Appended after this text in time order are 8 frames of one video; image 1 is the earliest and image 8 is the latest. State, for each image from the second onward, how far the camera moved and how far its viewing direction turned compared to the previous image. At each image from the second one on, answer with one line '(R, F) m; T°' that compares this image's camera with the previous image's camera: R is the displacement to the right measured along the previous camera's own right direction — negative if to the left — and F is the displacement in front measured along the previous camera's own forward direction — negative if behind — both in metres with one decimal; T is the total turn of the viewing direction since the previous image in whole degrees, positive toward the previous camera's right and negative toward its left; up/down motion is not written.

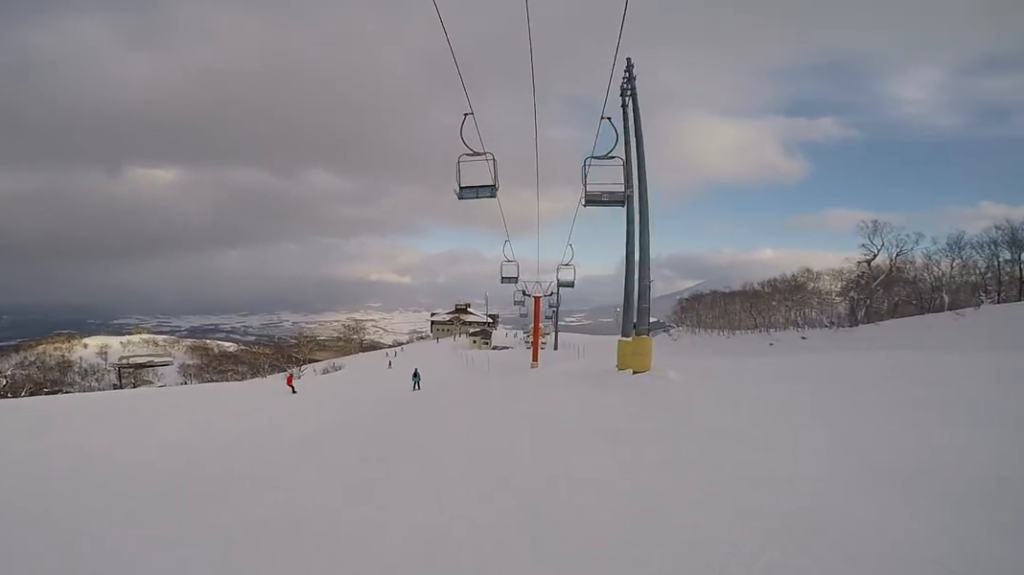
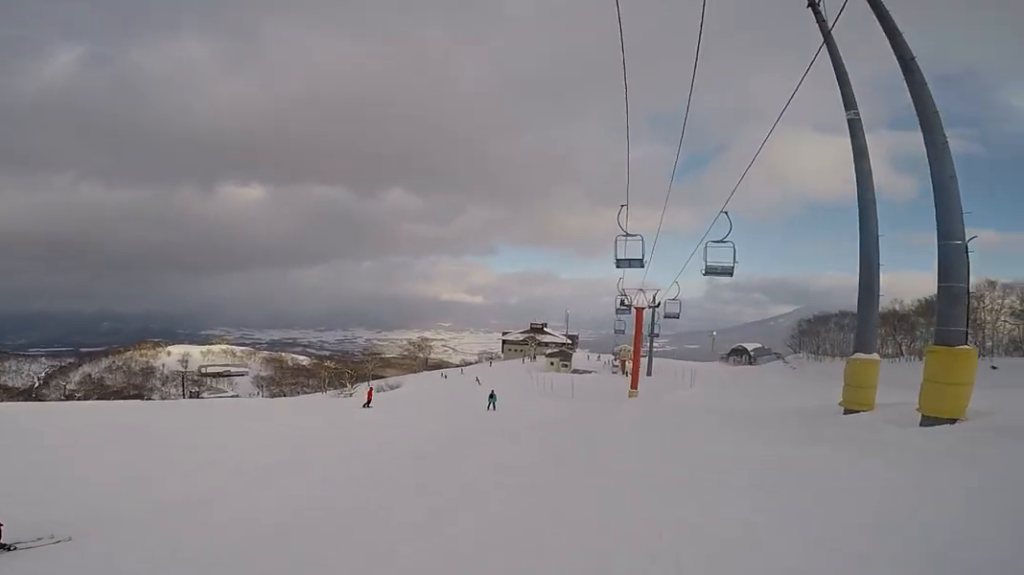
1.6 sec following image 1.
(+0.6, +10.0) m; -1°
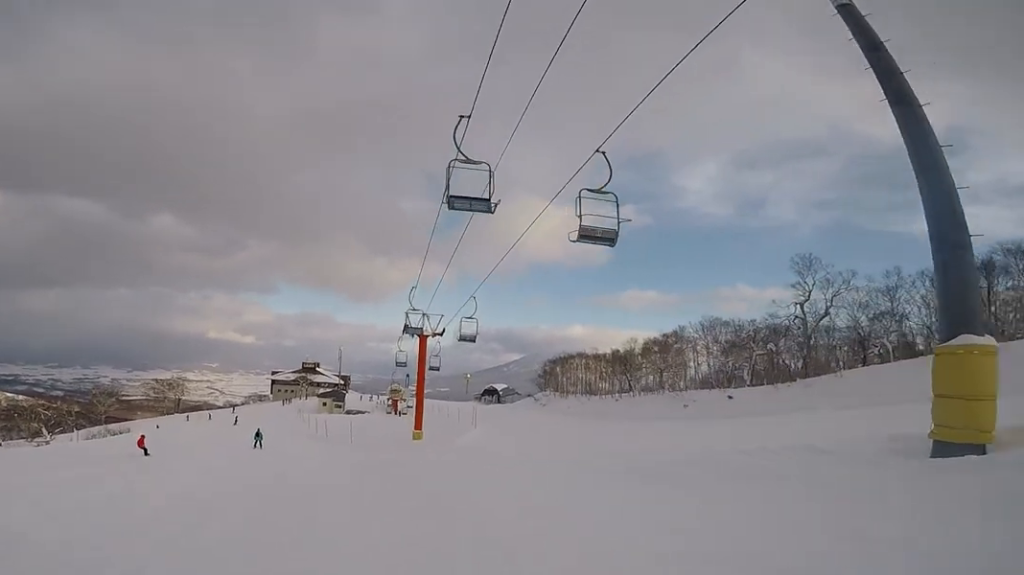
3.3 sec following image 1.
(-0.5, +10.2) m; +2°
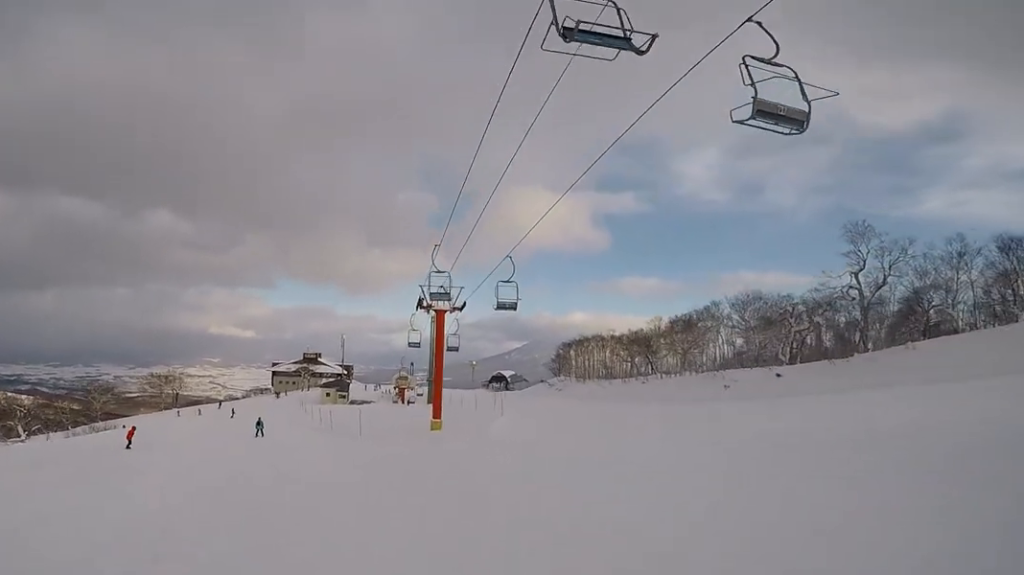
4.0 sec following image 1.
(+0.2, +5.3) m; +1°
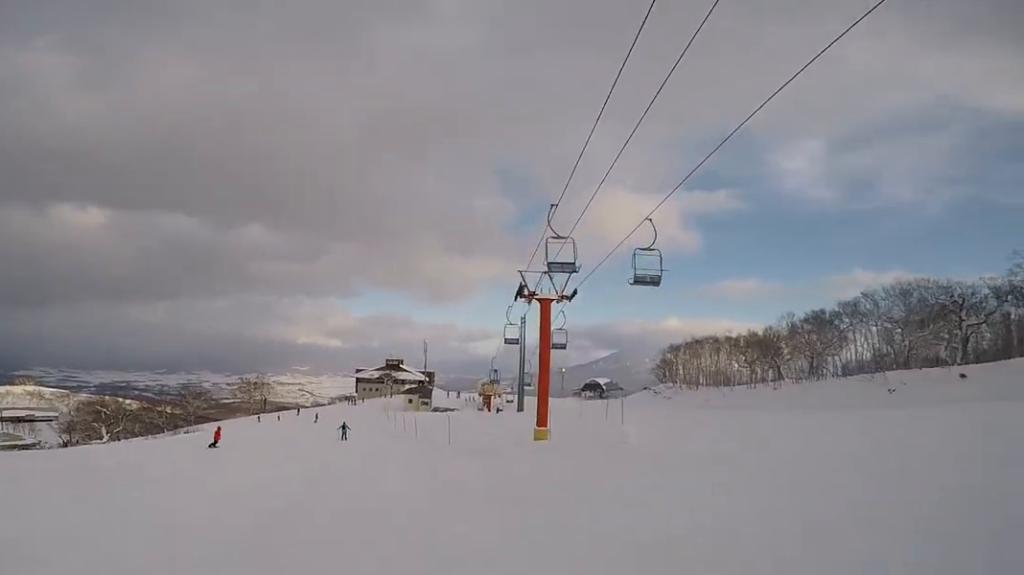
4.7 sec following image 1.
(-0.9, +4.6) m; 0°
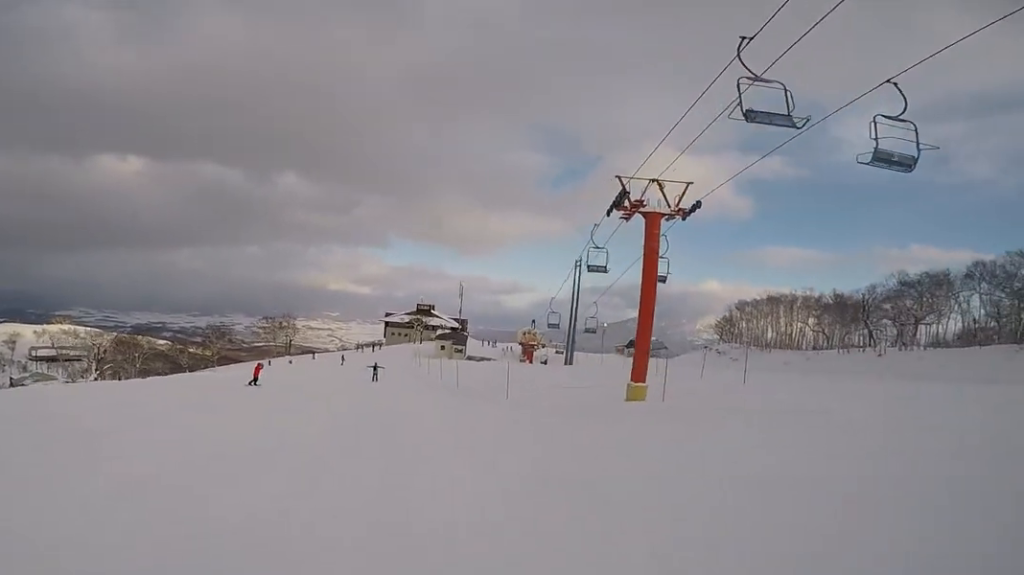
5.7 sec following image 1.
(+1.3, +7.2) m; -1°
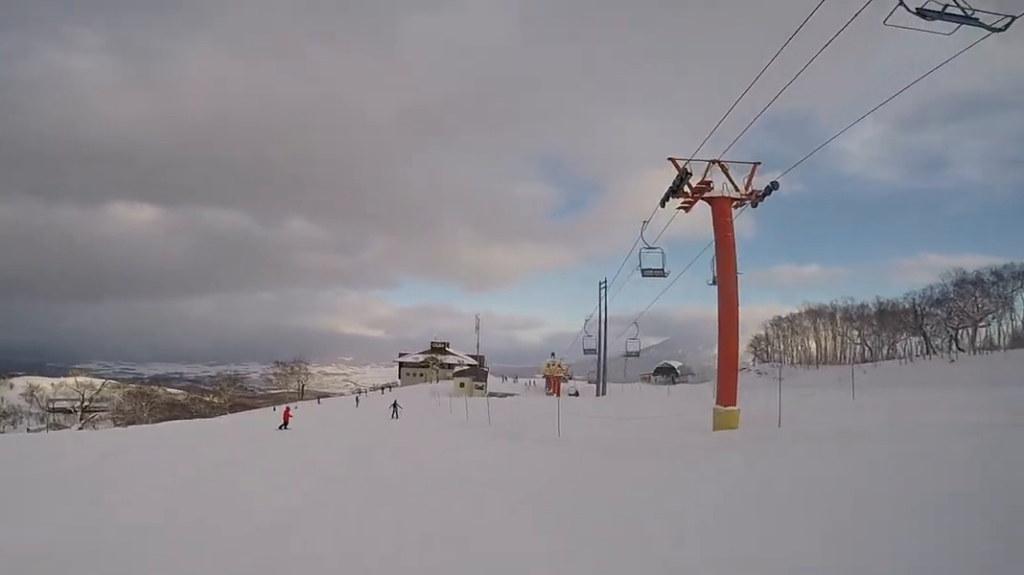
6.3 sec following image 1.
(-0.8, +4.2) m; -7°
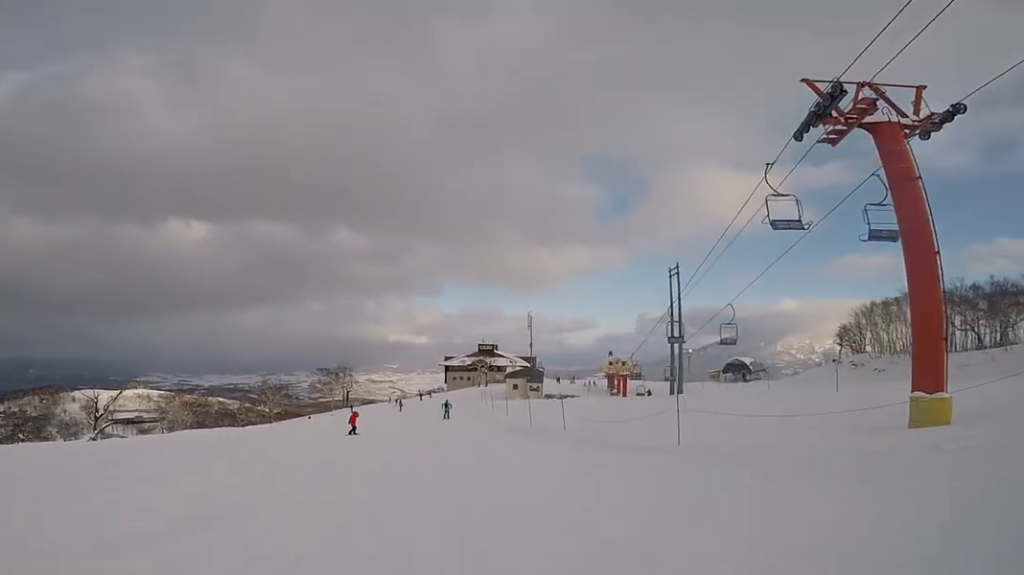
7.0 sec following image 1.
(-0.3, +4.8) m; -4°
